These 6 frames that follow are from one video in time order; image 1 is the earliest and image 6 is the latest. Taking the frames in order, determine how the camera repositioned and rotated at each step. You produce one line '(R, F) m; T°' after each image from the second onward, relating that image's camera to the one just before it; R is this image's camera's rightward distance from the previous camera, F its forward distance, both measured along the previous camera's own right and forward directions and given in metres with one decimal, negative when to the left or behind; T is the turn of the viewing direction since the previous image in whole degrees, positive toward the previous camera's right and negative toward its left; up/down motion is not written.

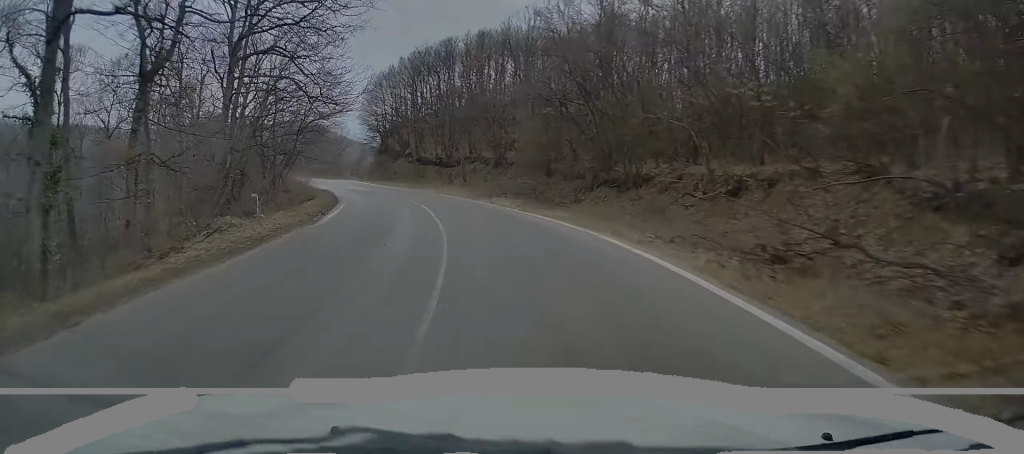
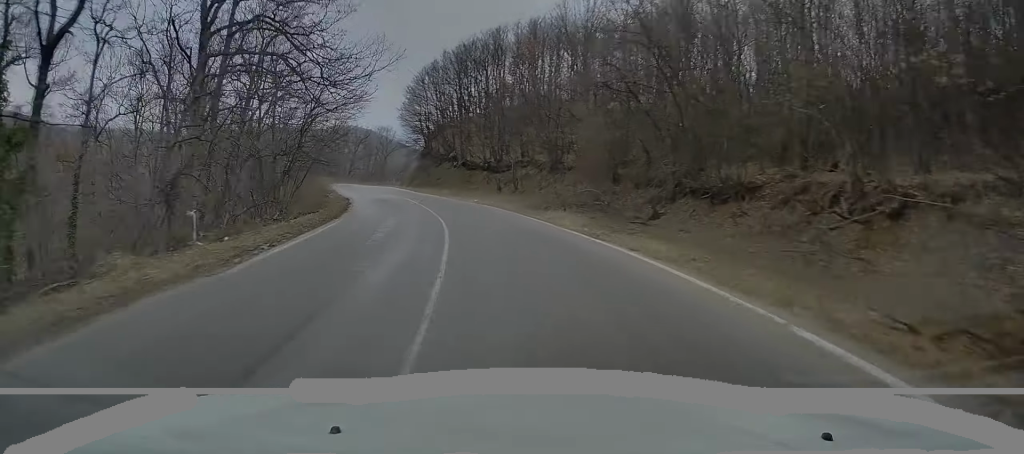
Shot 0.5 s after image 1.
(-0.1, +7.9) m; -3°
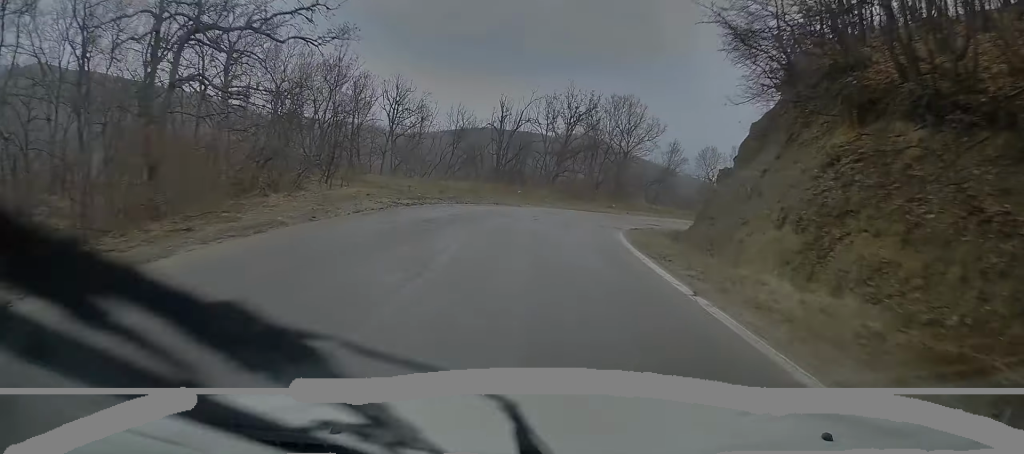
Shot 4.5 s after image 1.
(-14.4, +58.6) m; -20°
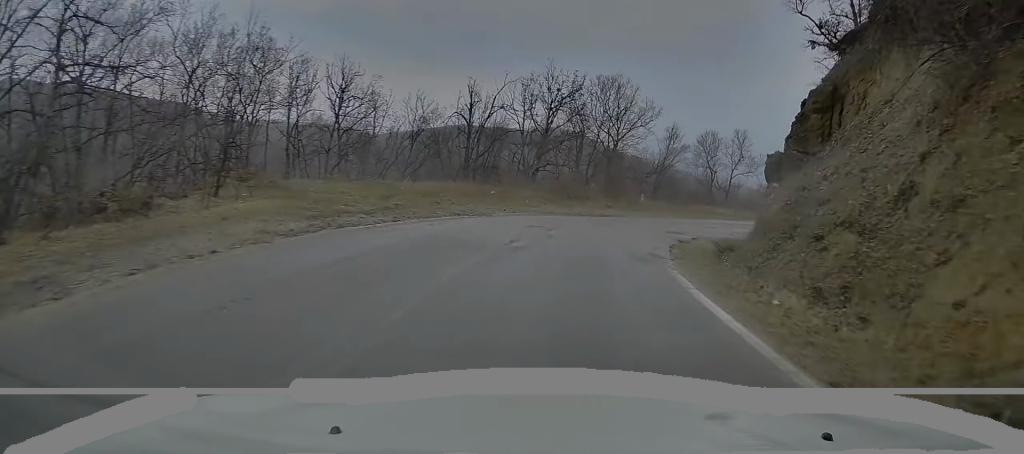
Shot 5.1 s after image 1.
(+0.2, +9.2) m; +3°
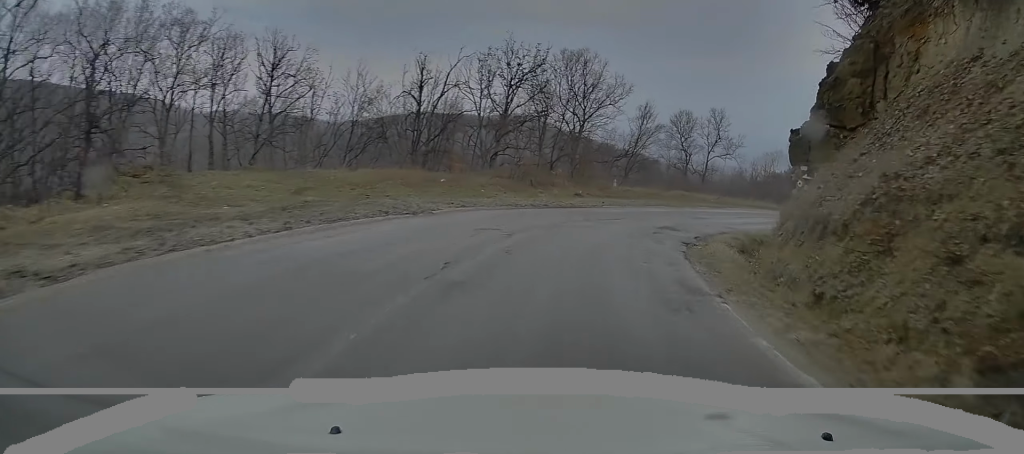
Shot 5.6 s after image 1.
(0.0, +5.9) m; +3°
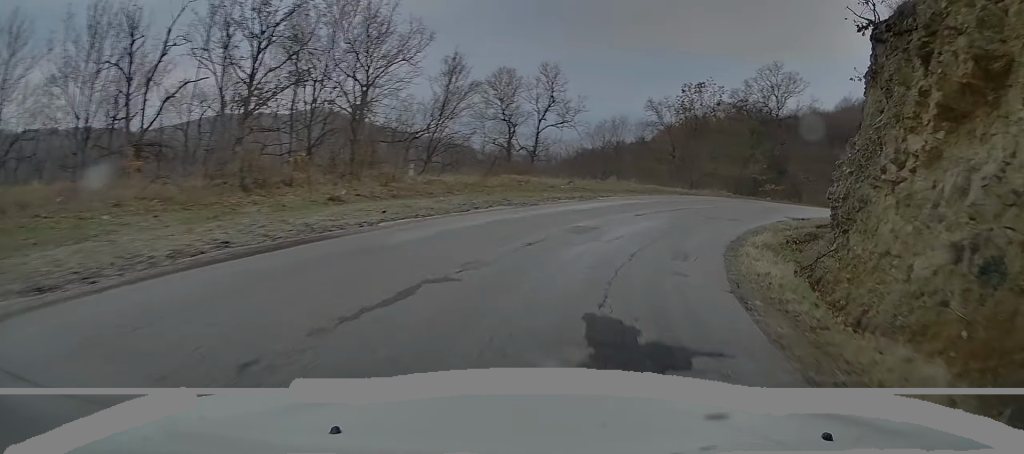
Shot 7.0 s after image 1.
(+2.2, +16.2) m; +19°
